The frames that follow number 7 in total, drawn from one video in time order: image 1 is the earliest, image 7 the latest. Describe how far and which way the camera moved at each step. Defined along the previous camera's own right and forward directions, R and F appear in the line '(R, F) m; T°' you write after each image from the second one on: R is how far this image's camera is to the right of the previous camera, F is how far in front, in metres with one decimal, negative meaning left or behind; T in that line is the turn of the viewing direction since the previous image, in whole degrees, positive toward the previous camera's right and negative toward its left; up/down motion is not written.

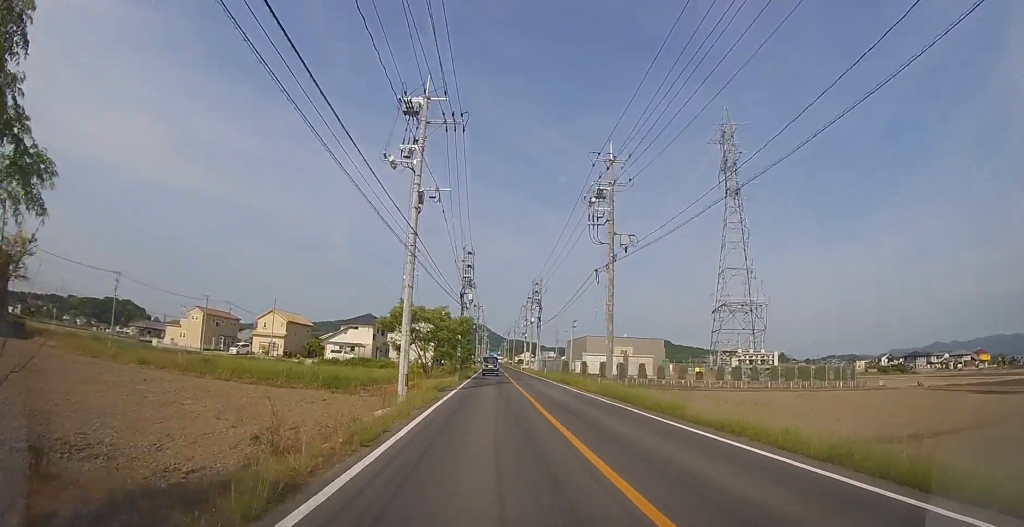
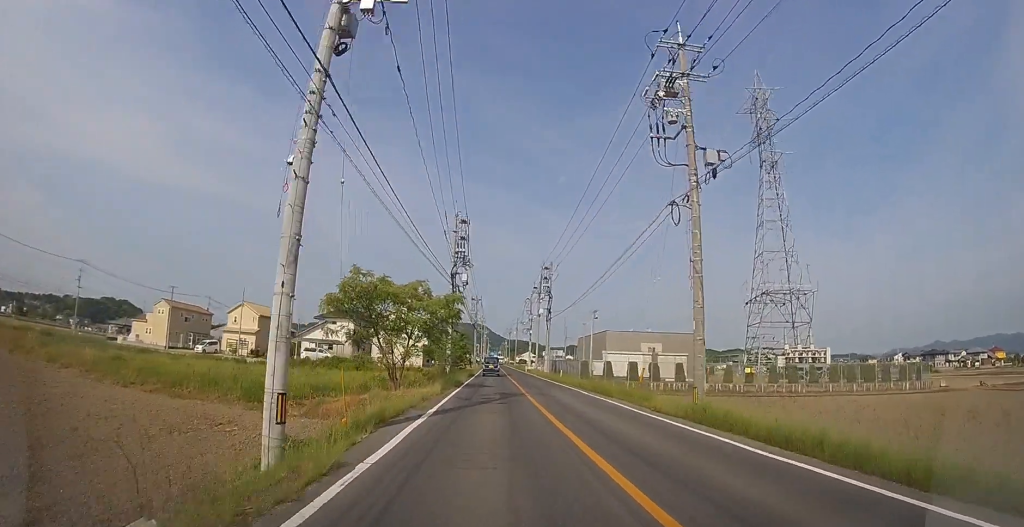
(0.0, +10.6) m; 0°
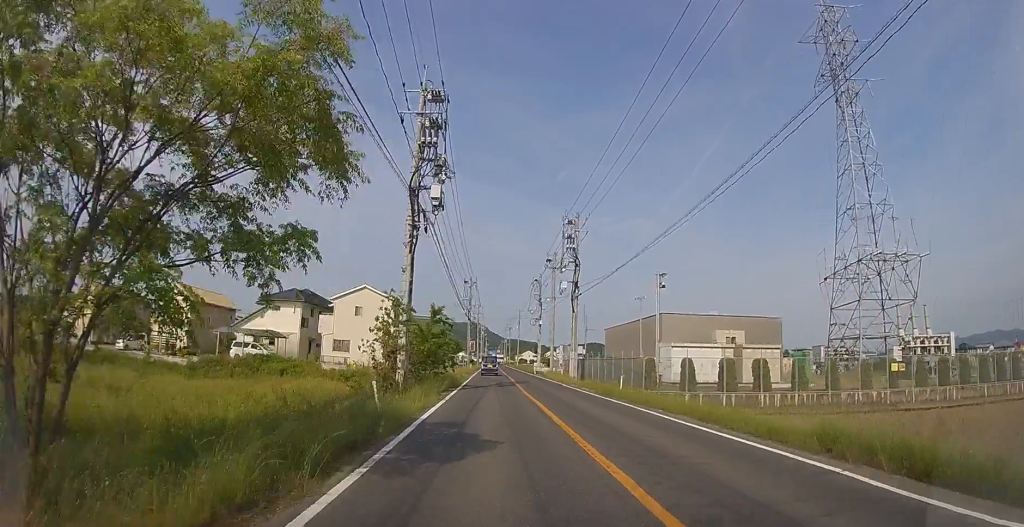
(0.0, +18.2) m; 0°
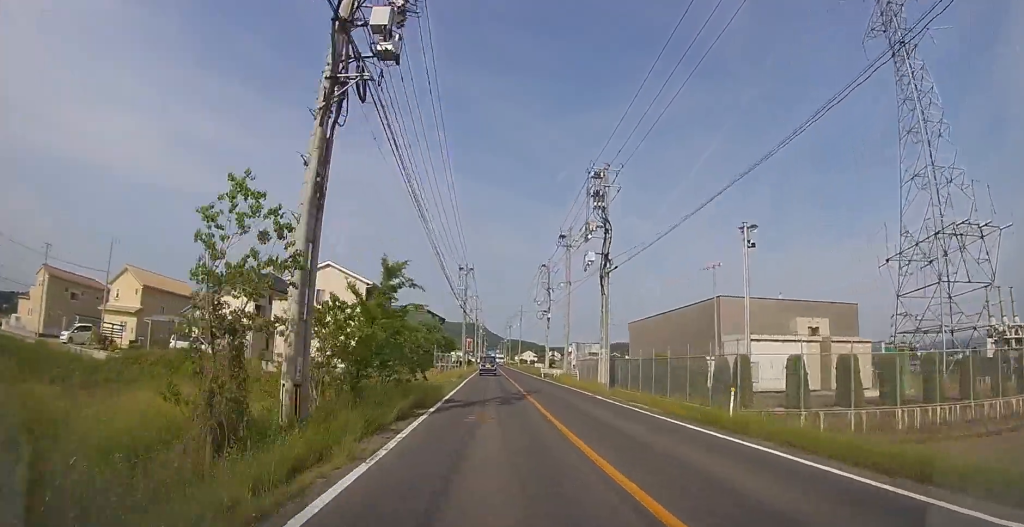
(0.0, +9.4) m; 0°
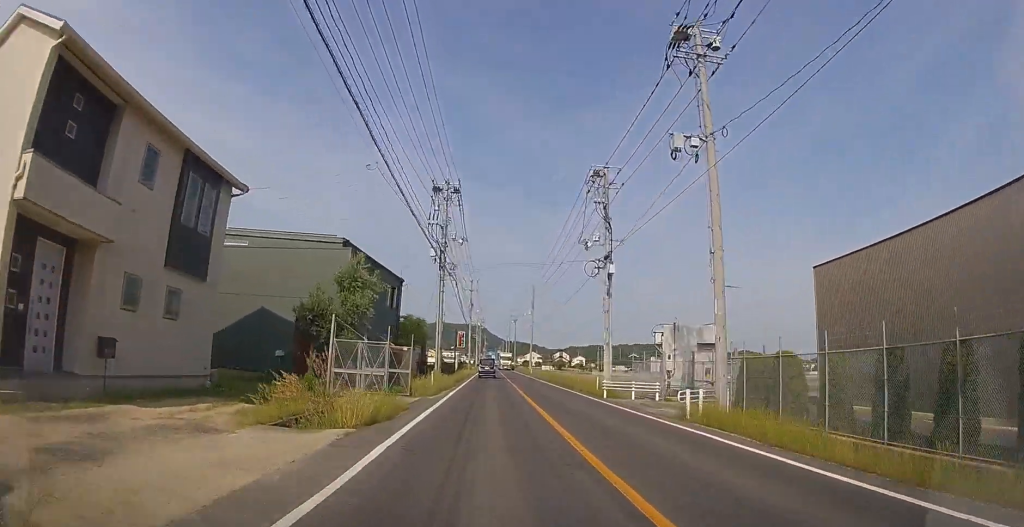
(0.0, +27.0) m; 0°
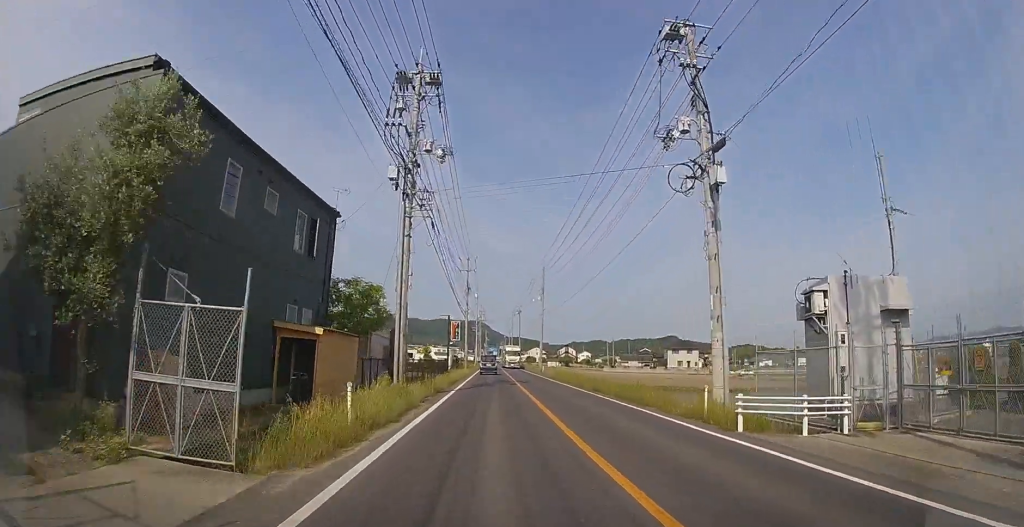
(0.0, +12.3) m; 0°
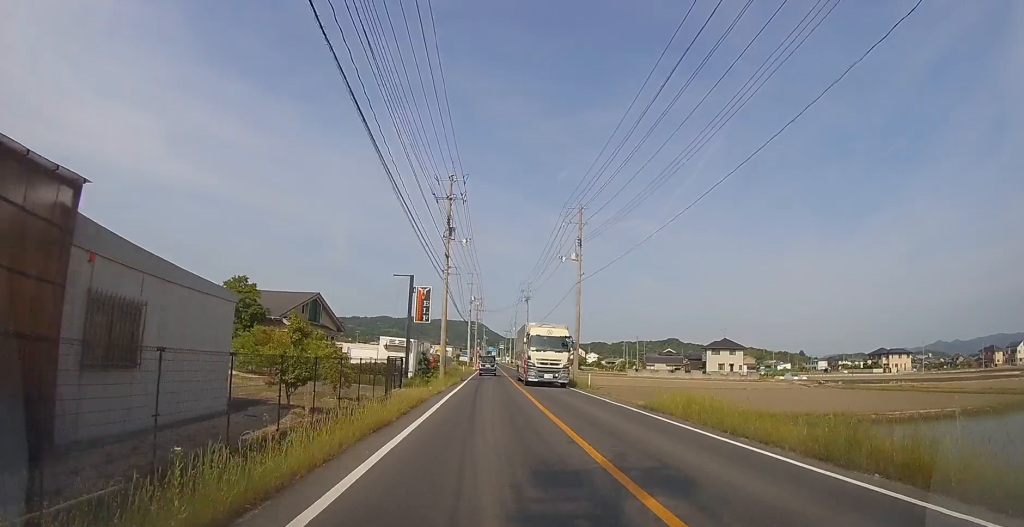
(0.0, +24.8) m; 0°
